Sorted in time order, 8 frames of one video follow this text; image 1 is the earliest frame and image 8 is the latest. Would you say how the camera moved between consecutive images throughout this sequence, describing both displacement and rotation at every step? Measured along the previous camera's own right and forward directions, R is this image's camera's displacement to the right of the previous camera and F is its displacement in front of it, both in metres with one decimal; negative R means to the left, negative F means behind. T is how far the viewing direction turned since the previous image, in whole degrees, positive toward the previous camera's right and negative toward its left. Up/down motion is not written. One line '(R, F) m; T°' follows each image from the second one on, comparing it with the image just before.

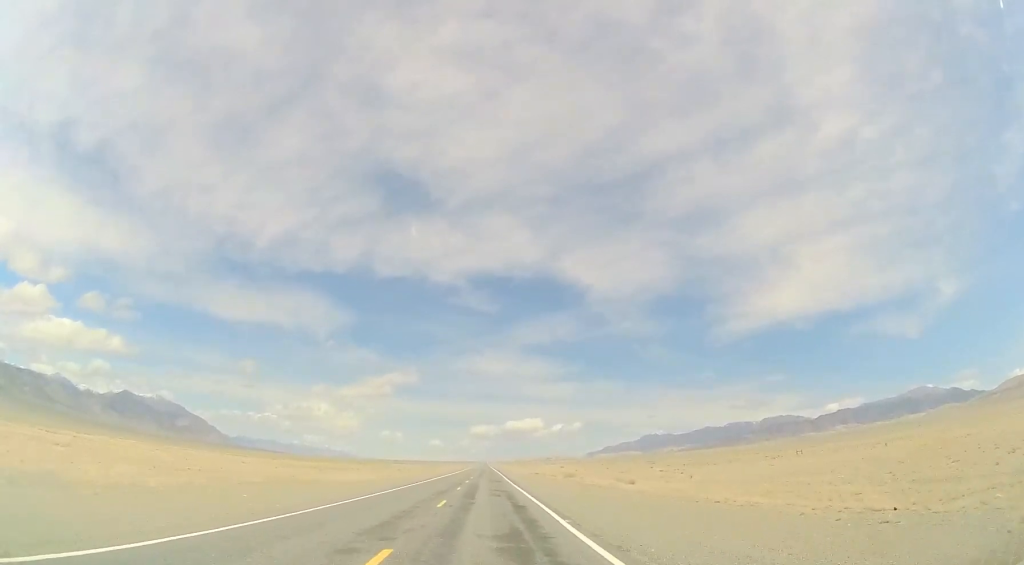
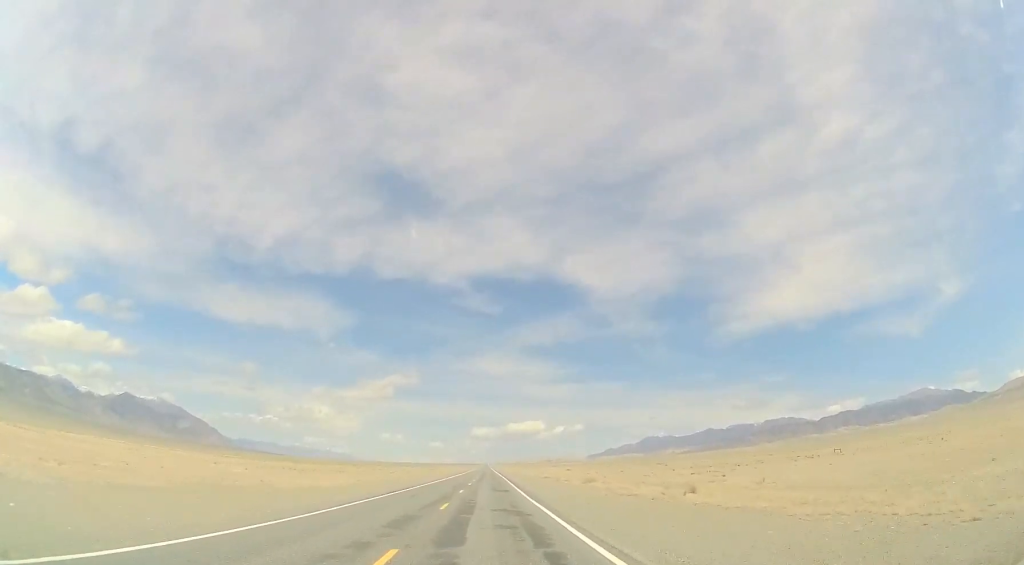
(0.0, +13.3) m; 0°
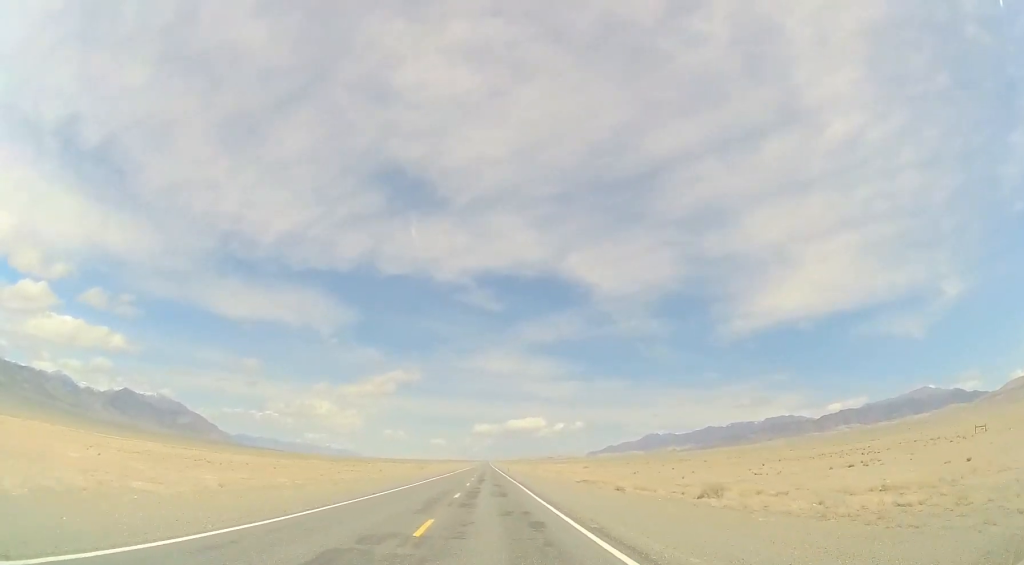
(0.0, +36.3) m; 0°
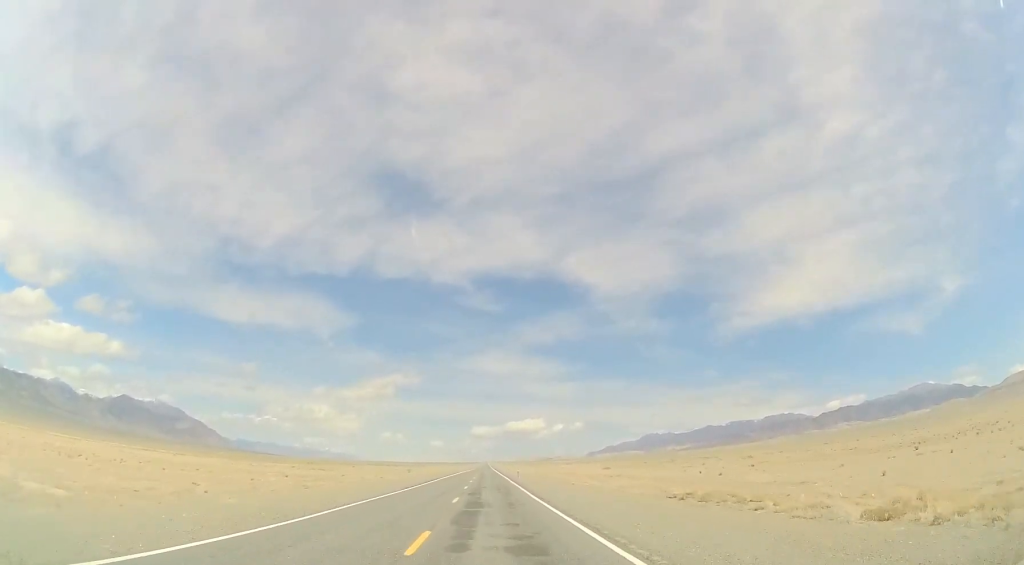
(-0.1, +29.6) m; 0°
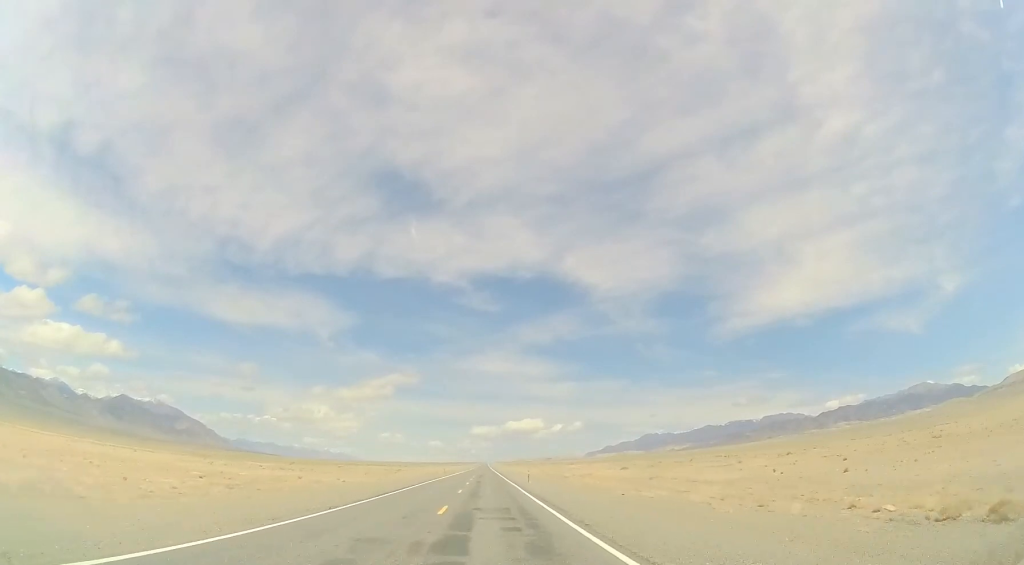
(0.0, +19.1) m; 0°
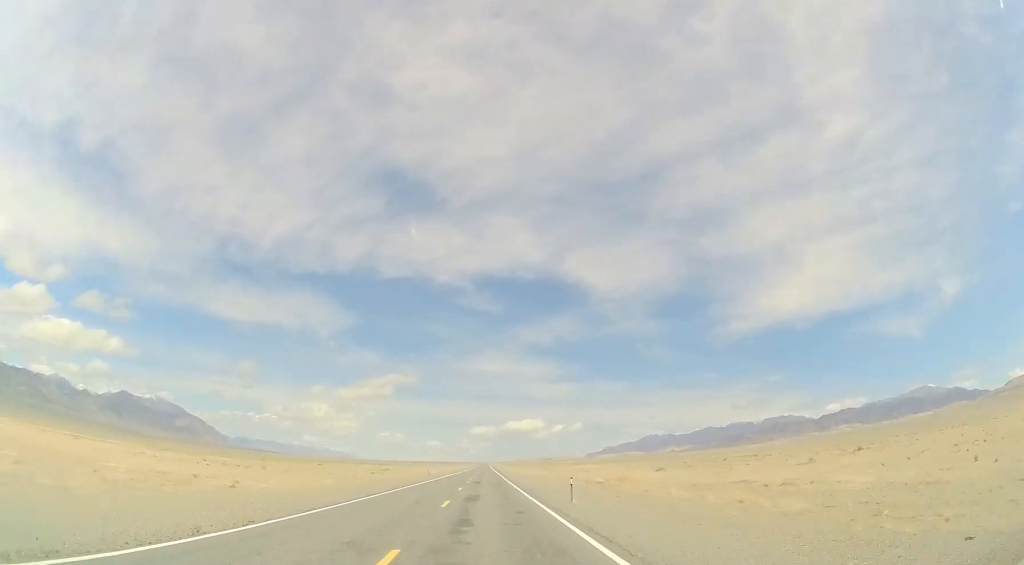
(+0.2, +24.6) m; 0°
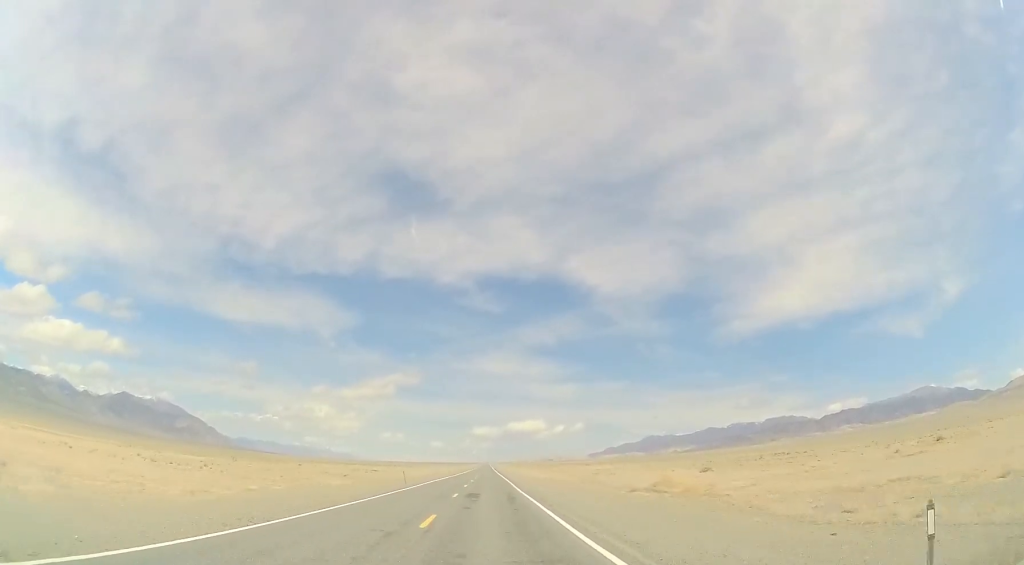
(-0.1, +19.9) m; 0°
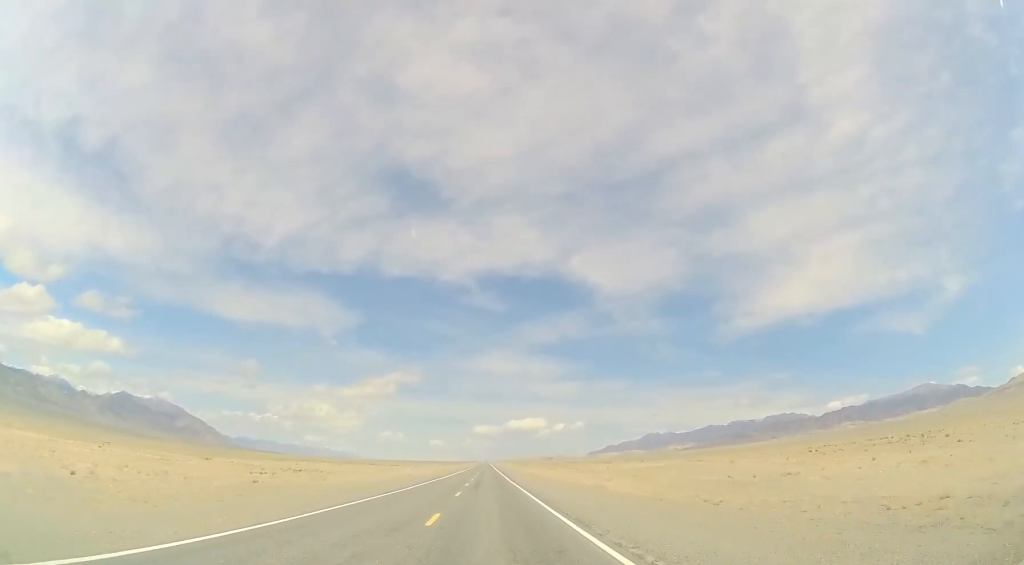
(-0.9, +54.2) m; -1°
